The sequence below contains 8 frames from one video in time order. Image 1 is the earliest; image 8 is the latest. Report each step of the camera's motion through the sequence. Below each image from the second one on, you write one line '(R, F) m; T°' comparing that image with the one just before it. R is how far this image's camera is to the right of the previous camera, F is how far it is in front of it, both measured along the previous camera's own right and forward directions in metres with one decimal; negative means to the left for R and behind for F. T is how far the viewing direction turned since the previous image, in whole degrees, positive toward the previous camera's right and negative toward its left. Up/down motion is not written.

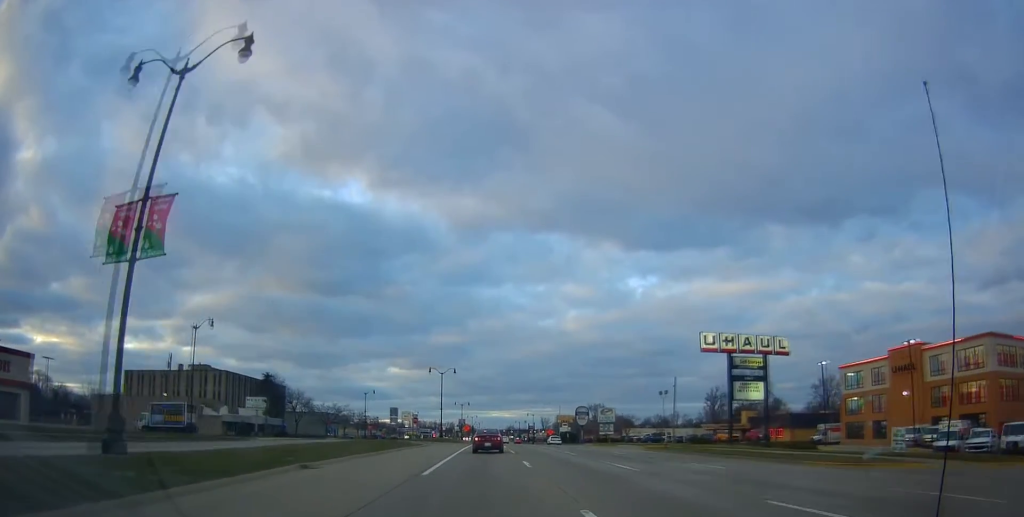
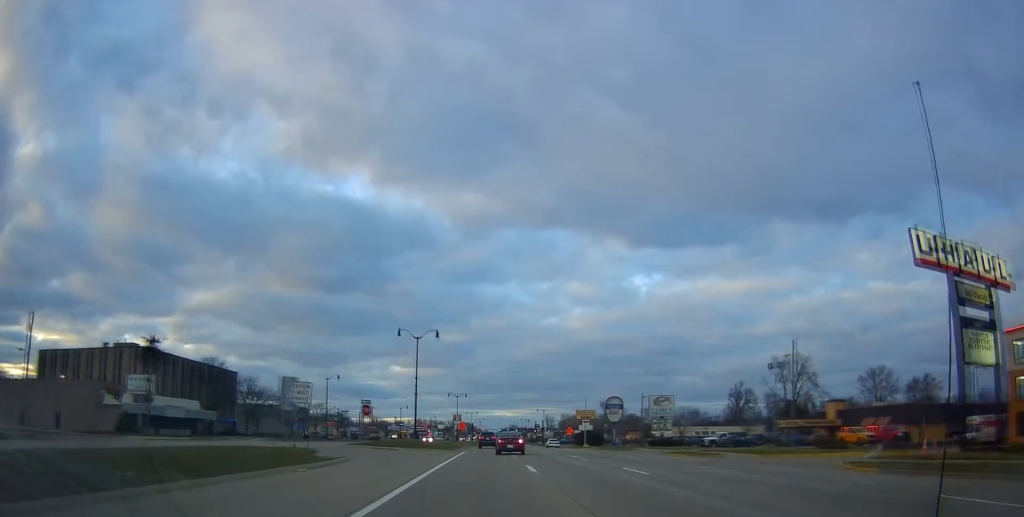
(+0.5, +33.0) m; 0°
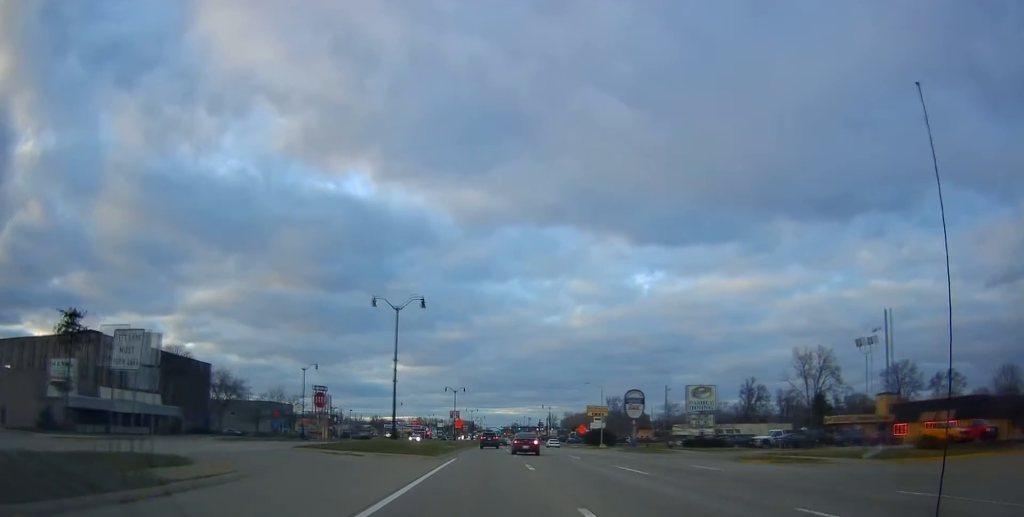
(0.0, +13.3) m; -1°
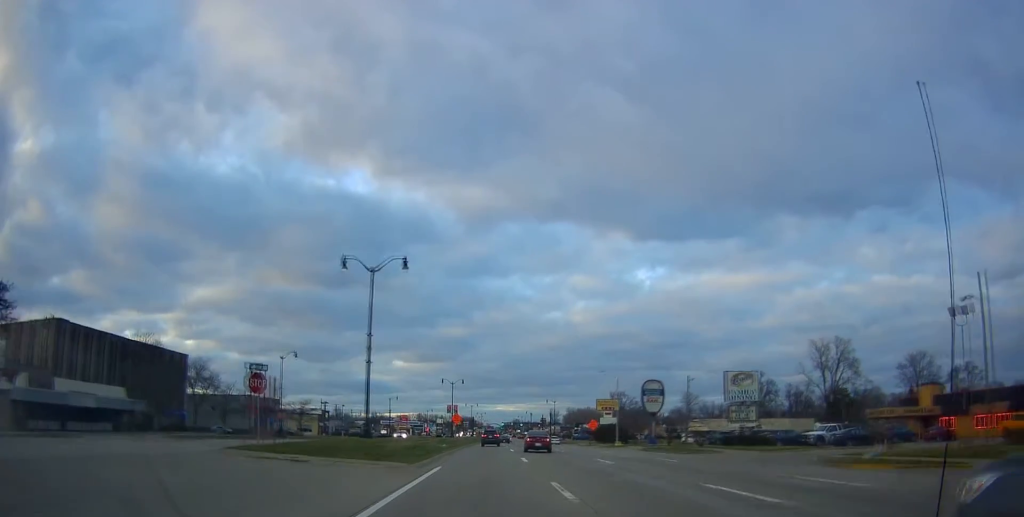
(-0.2, +9.6) m; 0°
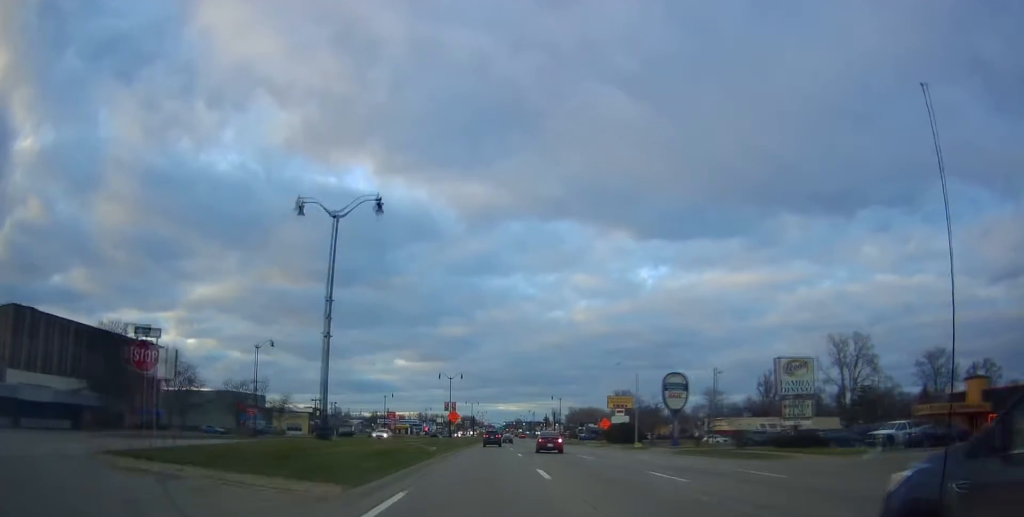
(0.0, +9.0) m; 0°
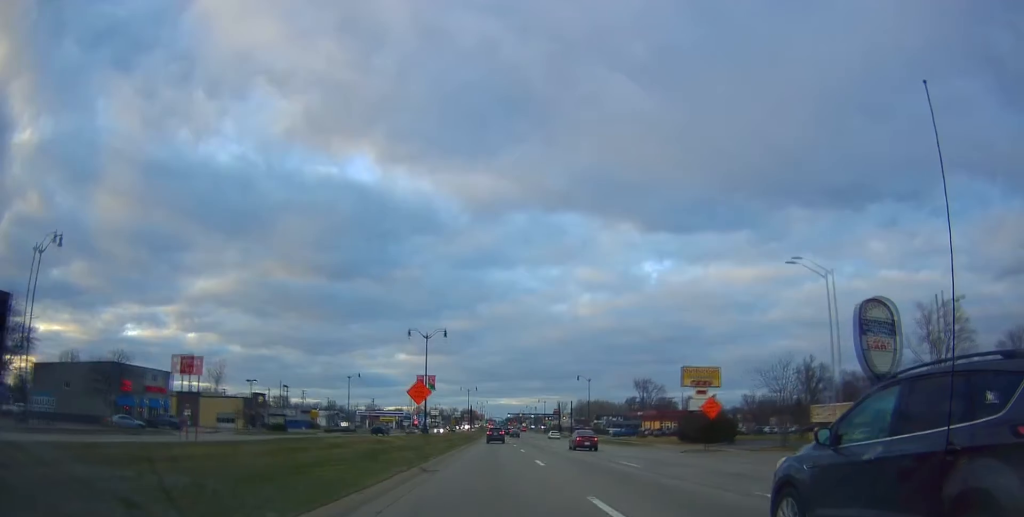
(+0.1, +38.2) m; -1°
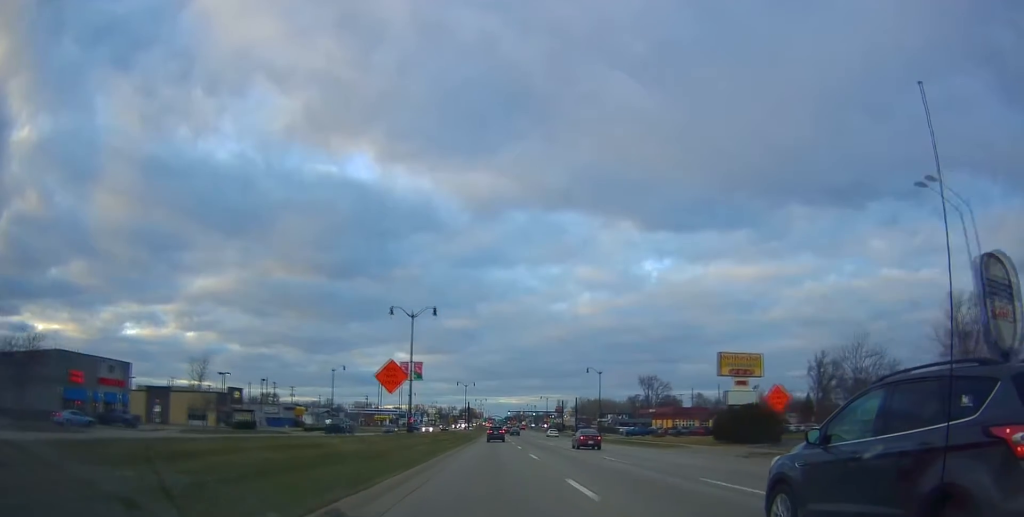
(-0.5, +10.5) m; 0°
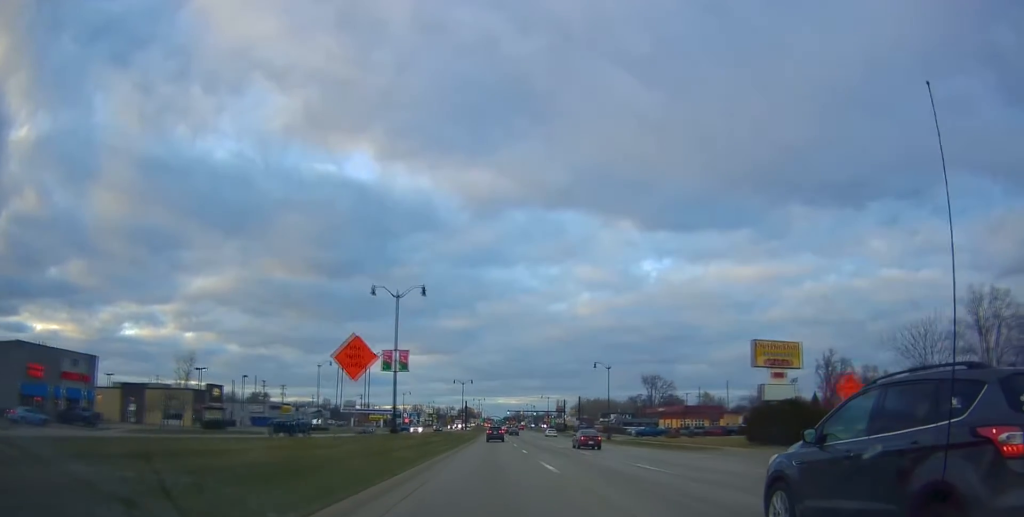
(+0.1, +7.4) m; 0°
